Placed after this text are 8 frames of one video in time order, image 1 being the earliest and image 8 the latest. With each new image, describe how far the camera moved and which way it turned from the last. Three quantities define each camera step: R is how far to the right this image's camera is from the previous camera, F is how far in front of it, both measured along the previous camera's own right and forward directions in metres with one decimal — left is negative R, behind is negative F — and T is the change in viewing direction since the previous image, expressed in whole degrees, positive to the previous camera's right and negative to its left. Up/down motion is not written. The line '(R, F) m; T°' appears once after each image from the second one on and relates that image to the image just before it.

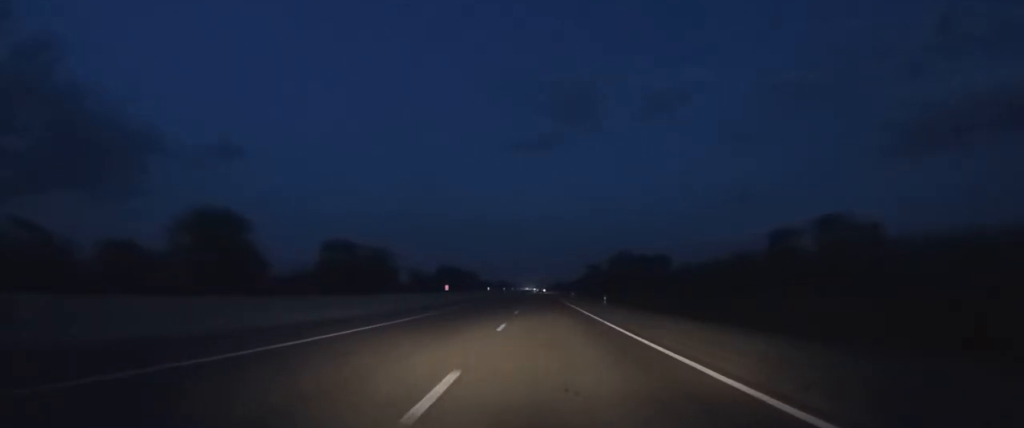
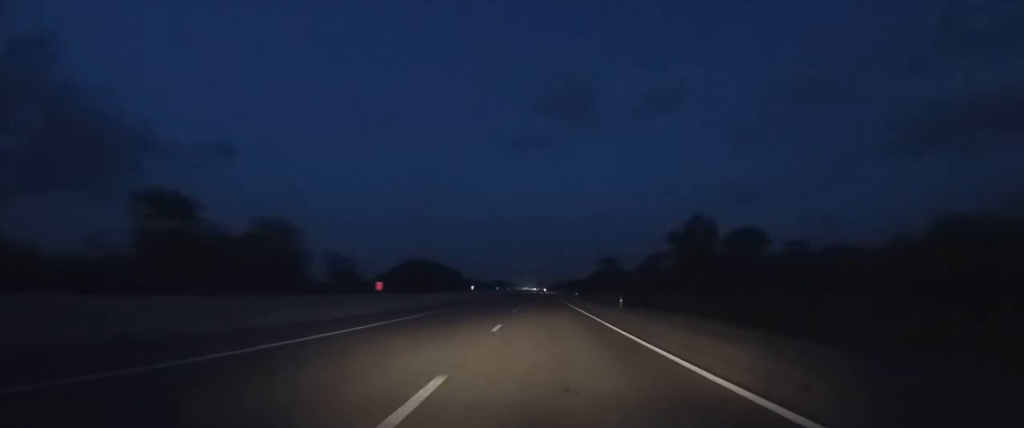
(+0.1, +61.2) m; 0°
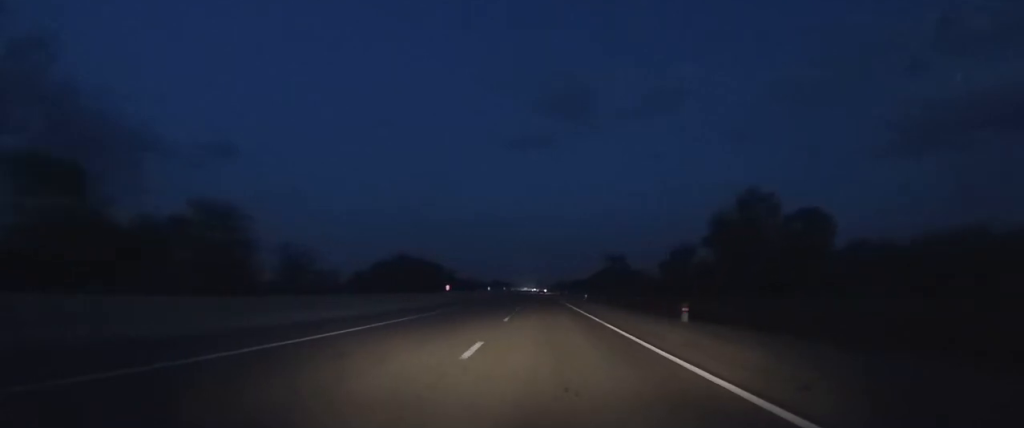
(0.0, +18.5) m; 0°
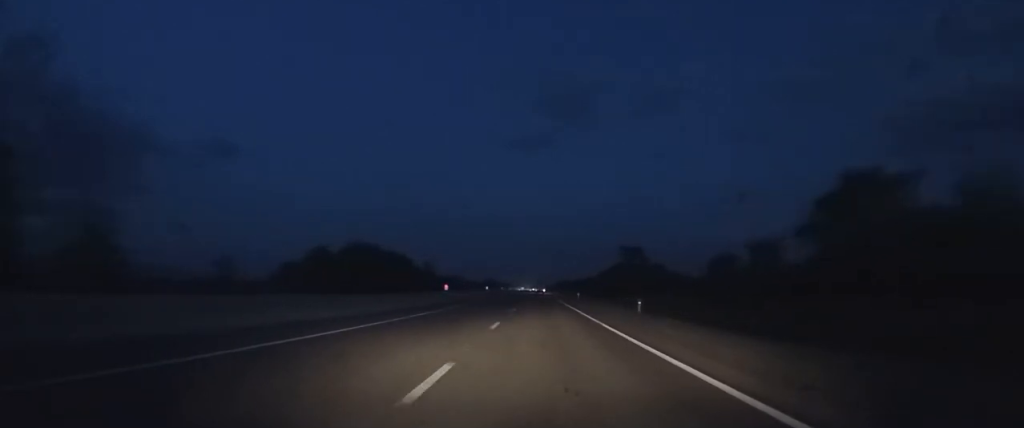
(0.0, +40.0) m; 0°
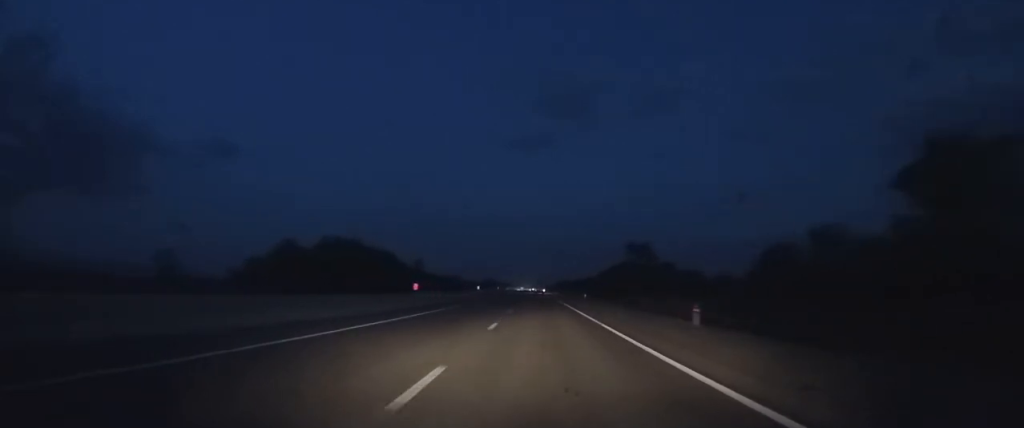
(0.0, +12.3) m; 0°
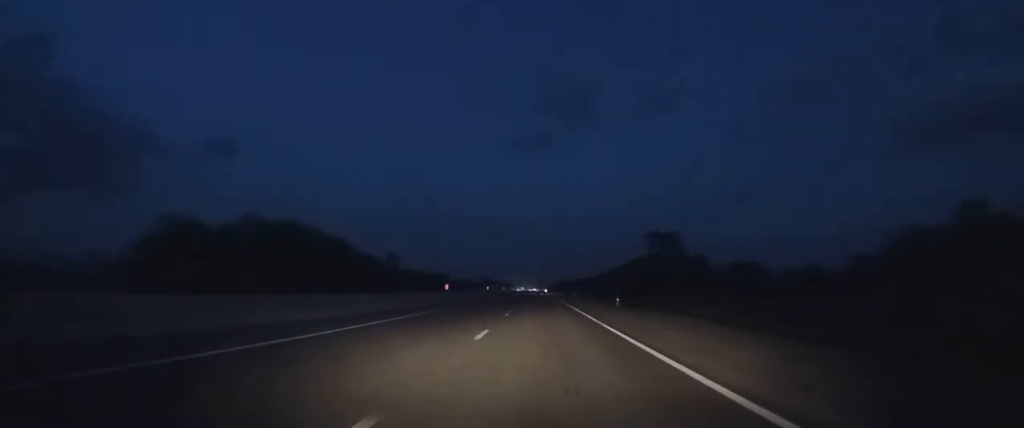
(0.0, +27.7) m; 0°
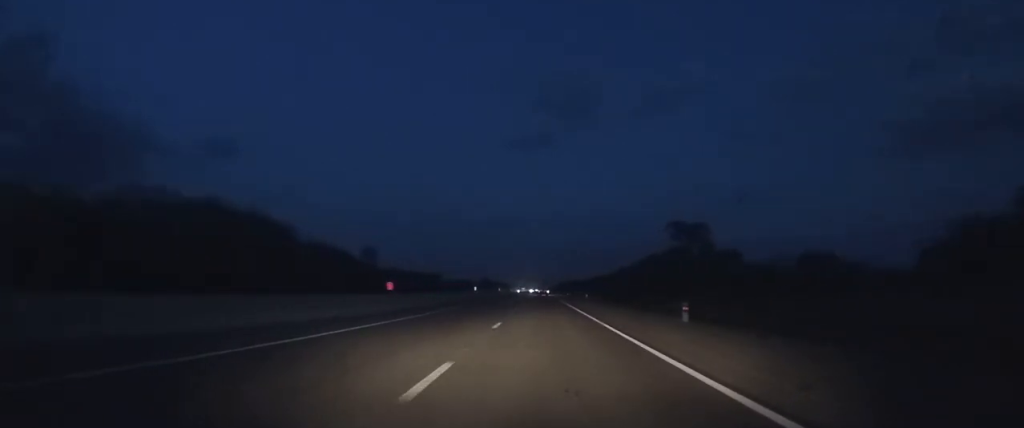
(0.0, +19.5) m; 0°
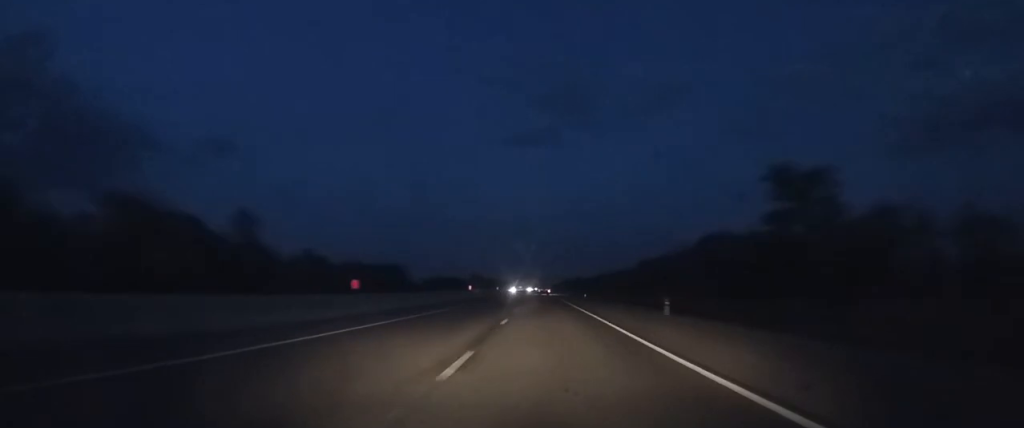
(0.0, +46.1) m; 0°
